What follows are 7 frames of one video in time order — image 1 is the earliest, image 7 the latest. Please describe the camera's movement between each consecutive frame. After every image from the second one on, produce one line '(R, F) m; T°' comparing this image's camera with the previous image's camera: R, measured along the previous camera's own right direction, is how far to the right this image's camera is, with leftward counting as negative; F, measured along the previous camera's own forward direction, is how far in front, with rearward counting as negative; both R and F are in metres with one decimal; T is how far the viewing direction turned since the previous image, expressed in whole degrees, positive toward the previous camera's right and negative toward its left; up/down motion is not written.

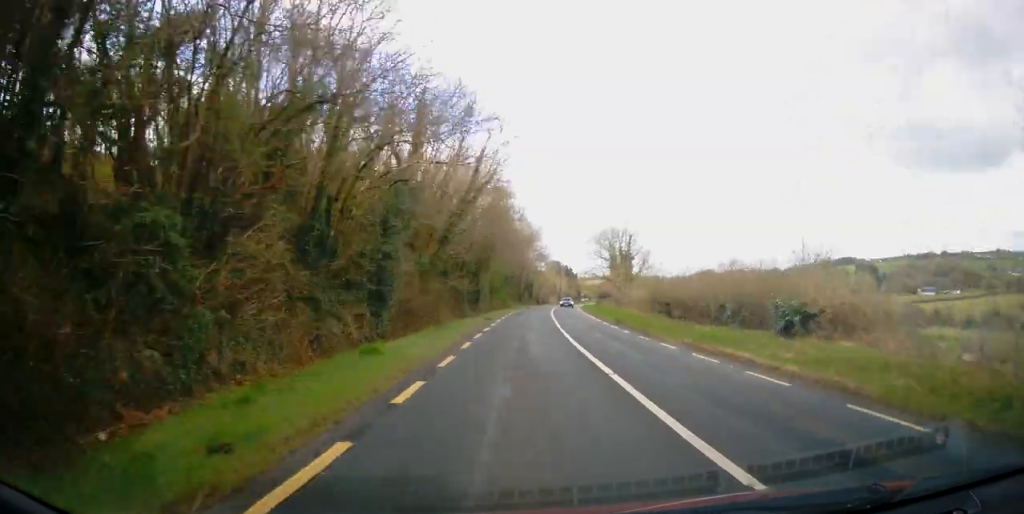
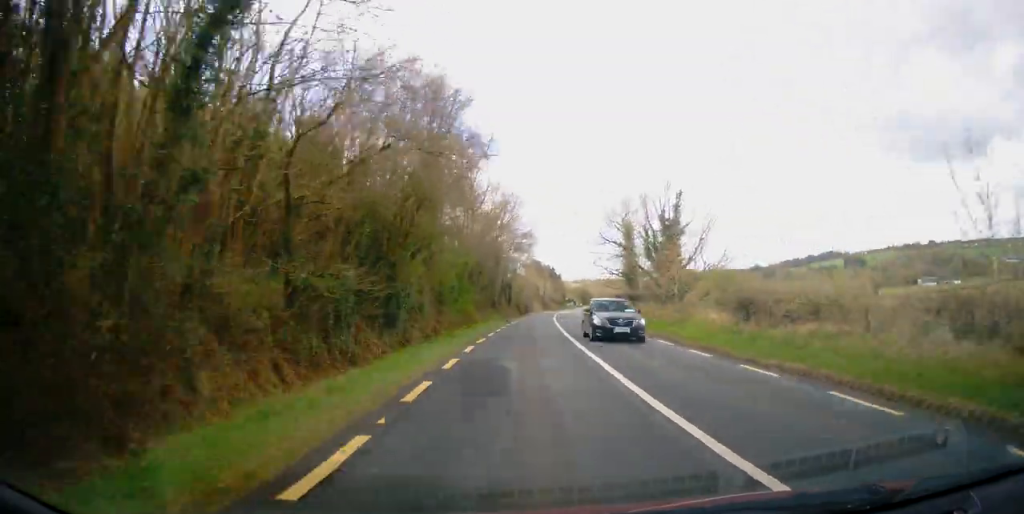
(+0.1, +31.7) m; +2°
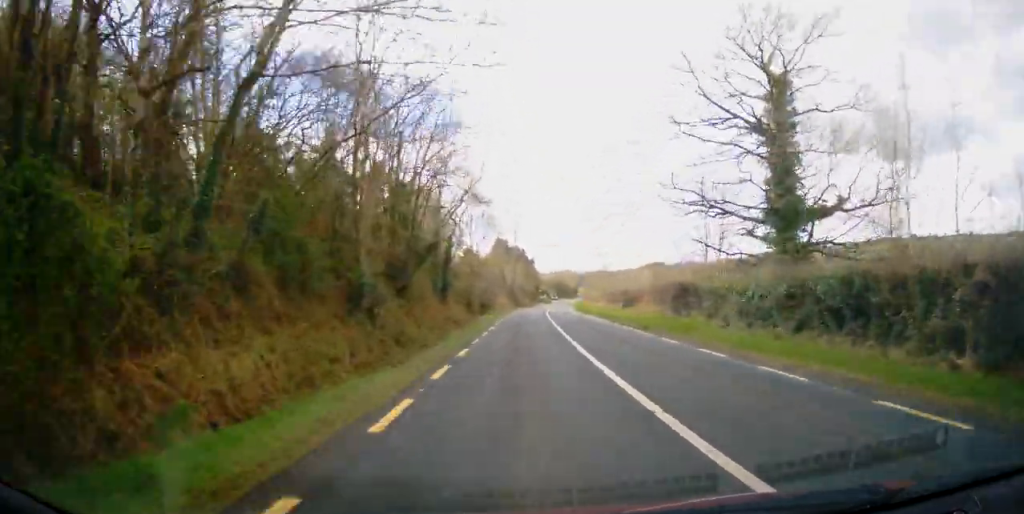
(+0.5, +46.2) m; +2°
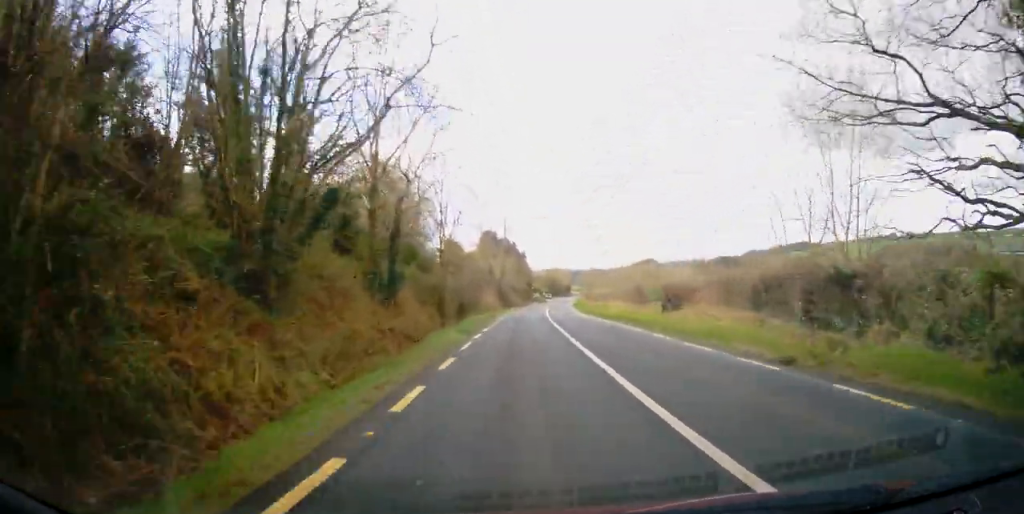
(+0.5, +15.0) m; +2°
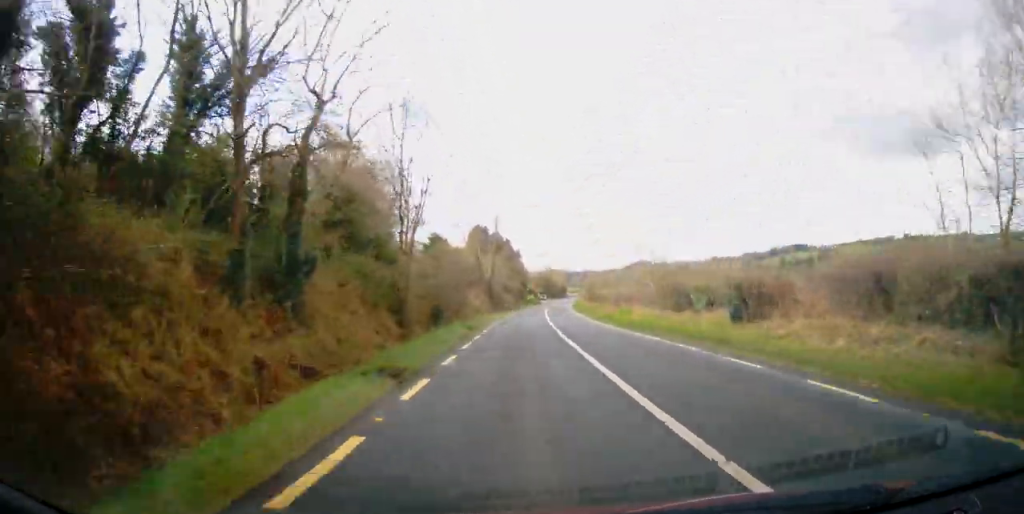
(+0.3, +11.3) m; +1°
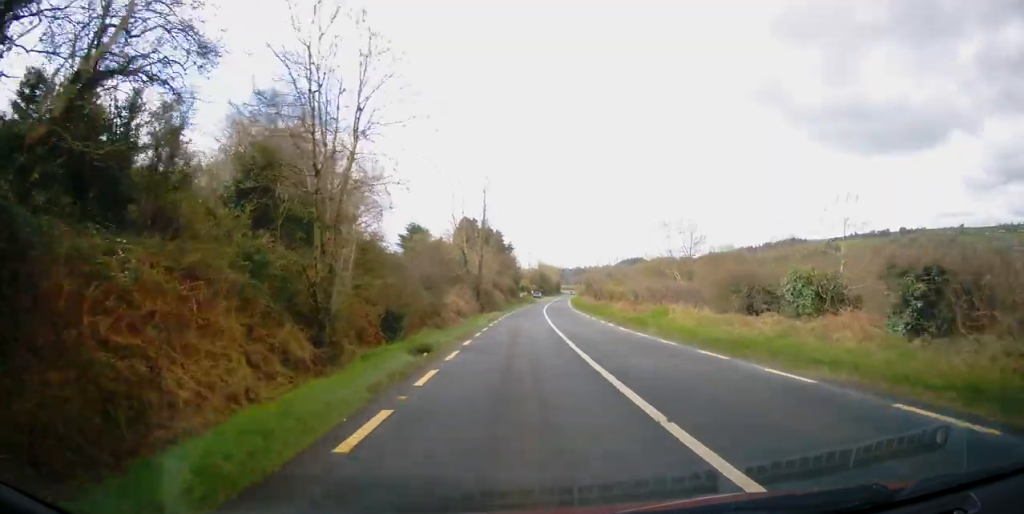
(0.0, +10.5) m; 0°
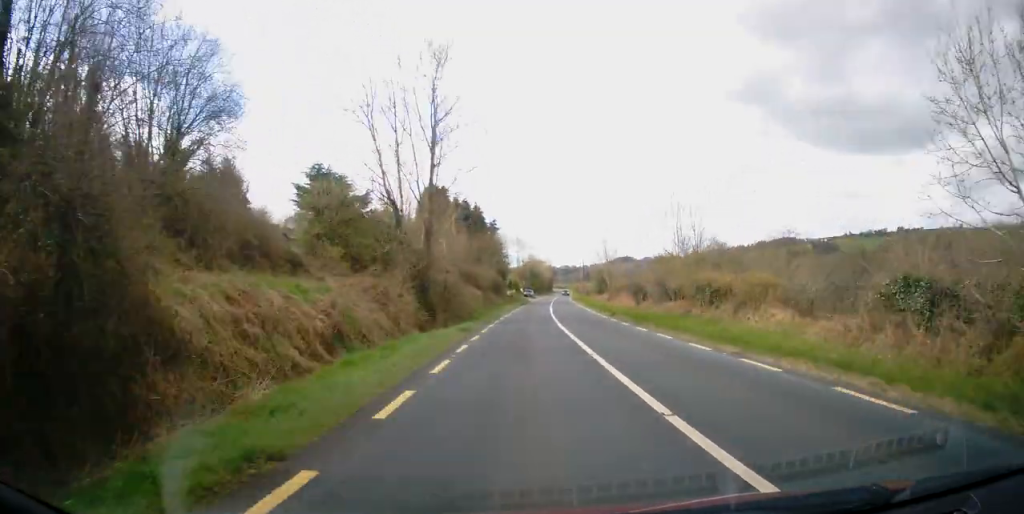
(0.0, +30.7) m; 0°
